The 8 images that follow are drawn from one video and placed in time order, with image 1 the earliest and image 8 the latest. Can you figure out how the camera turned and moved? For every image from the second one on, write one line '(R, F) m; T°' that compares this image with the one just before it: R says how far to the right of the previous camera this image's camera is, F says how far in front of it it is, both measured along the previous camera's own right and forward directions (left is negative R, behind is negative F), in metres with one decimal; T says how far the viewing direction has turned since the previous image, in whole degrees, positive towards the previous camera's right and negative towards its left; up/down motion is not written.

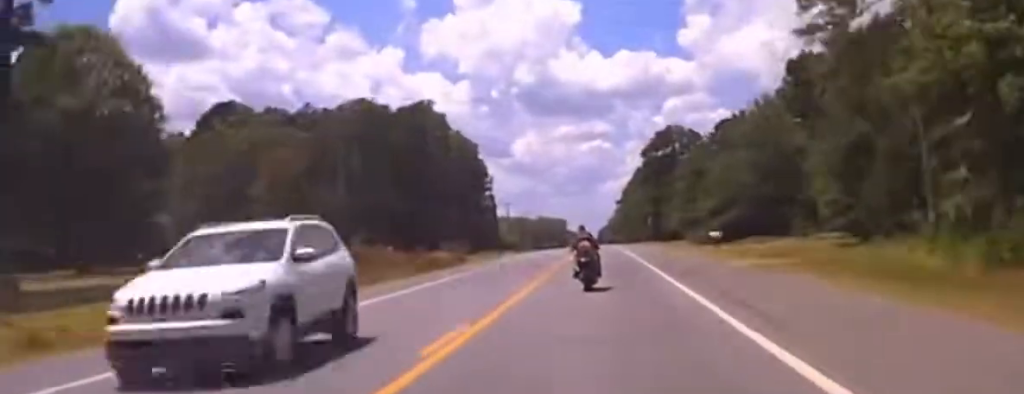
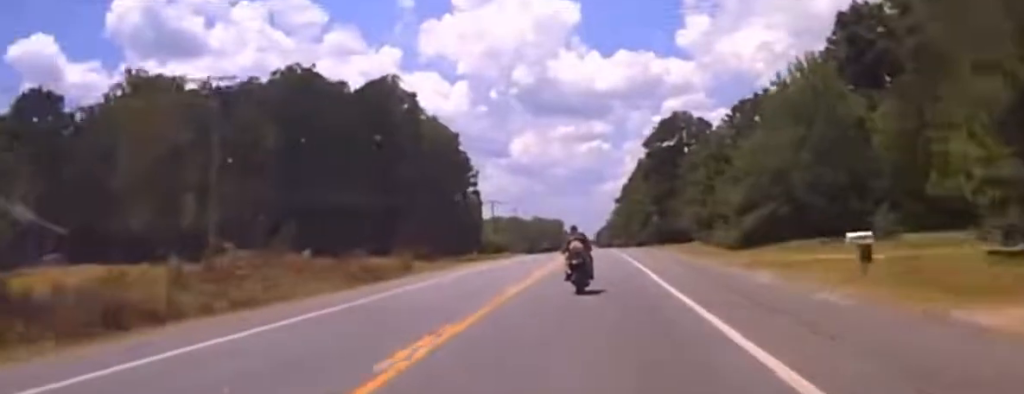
(+0.2, +26.1) m; +1°
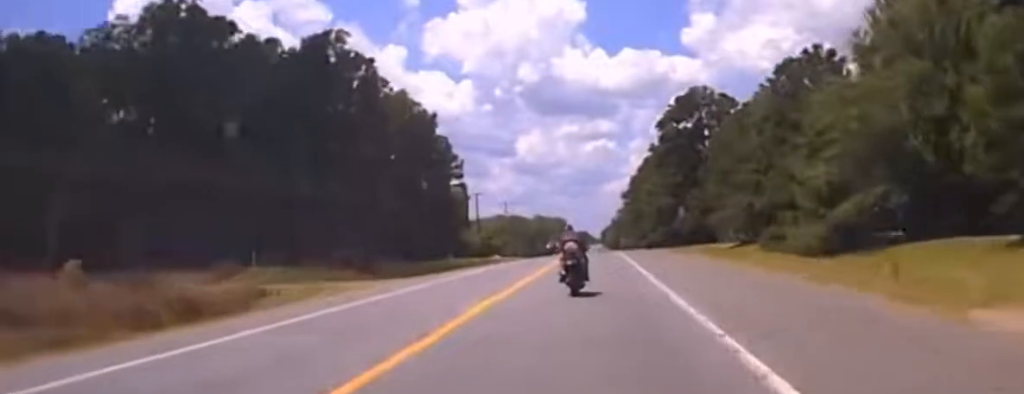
(+0.2, +30.3) m; 0°
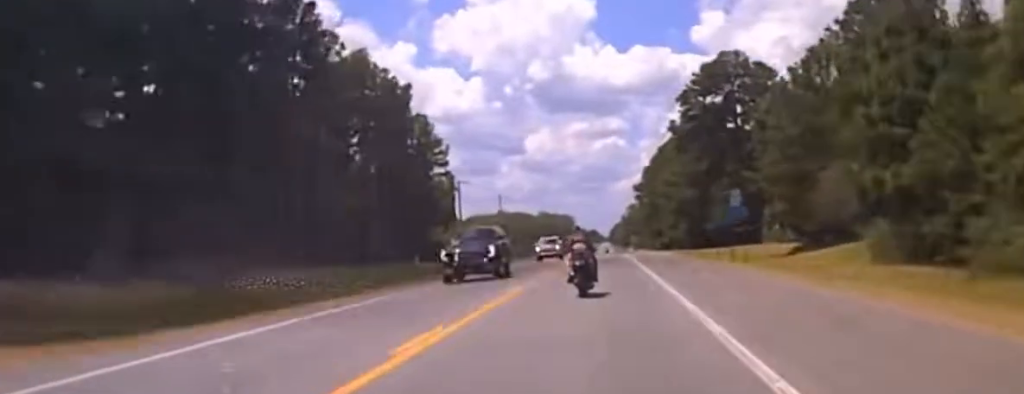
(-0.3, +26.0) m; -1°
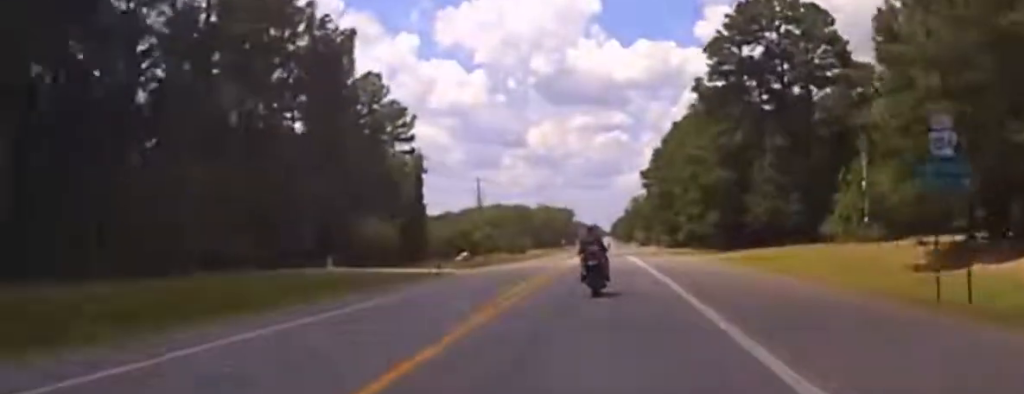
(+0.2, +30.9) m; 0°
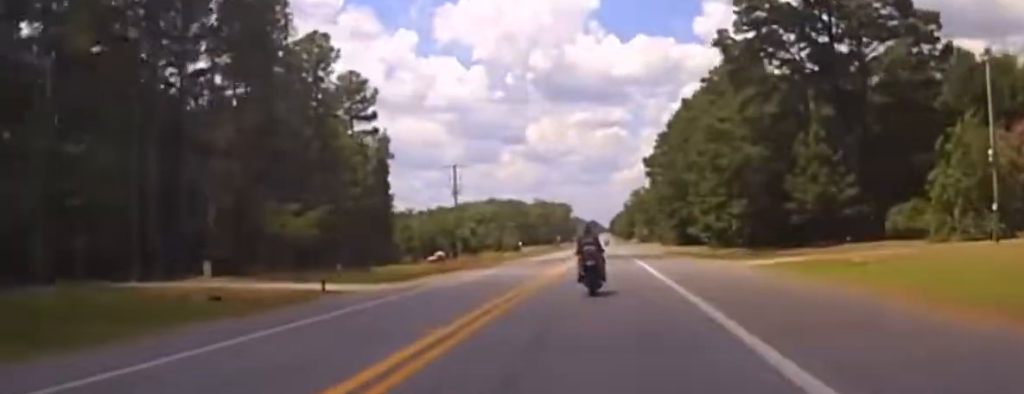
(-0.1, +23.8) m; 0°
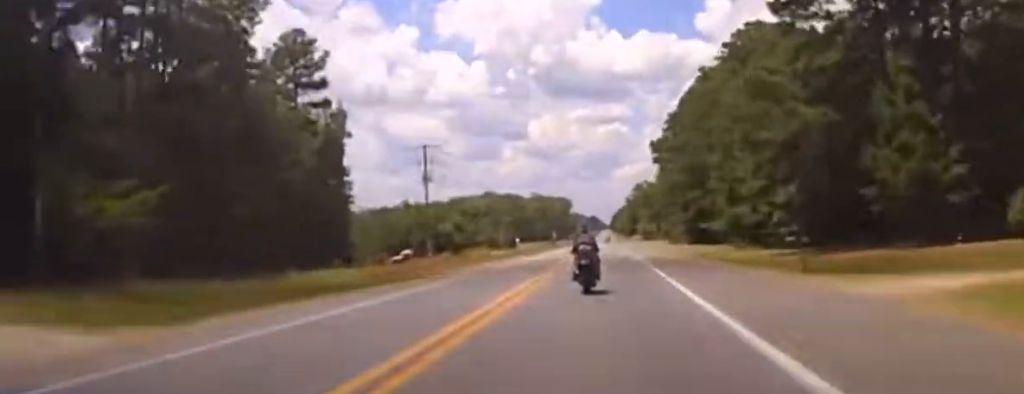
(-0.1, +24.1) m; 0°
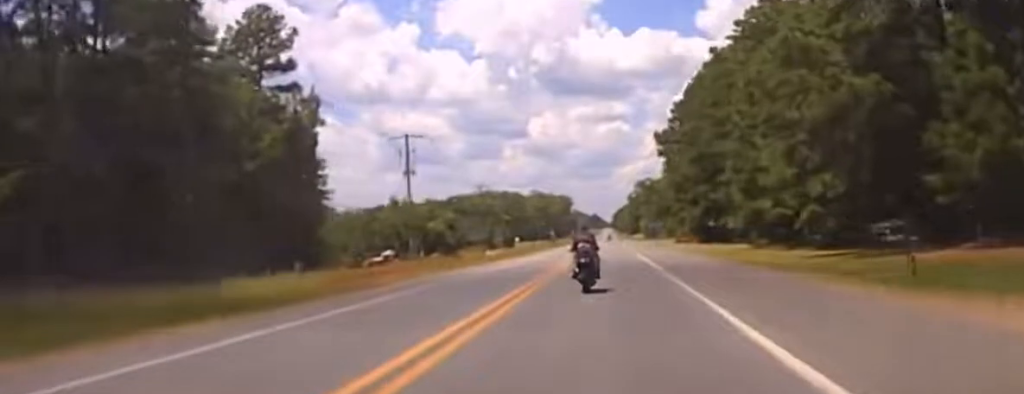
(0.0, +11.3) m; 0°
